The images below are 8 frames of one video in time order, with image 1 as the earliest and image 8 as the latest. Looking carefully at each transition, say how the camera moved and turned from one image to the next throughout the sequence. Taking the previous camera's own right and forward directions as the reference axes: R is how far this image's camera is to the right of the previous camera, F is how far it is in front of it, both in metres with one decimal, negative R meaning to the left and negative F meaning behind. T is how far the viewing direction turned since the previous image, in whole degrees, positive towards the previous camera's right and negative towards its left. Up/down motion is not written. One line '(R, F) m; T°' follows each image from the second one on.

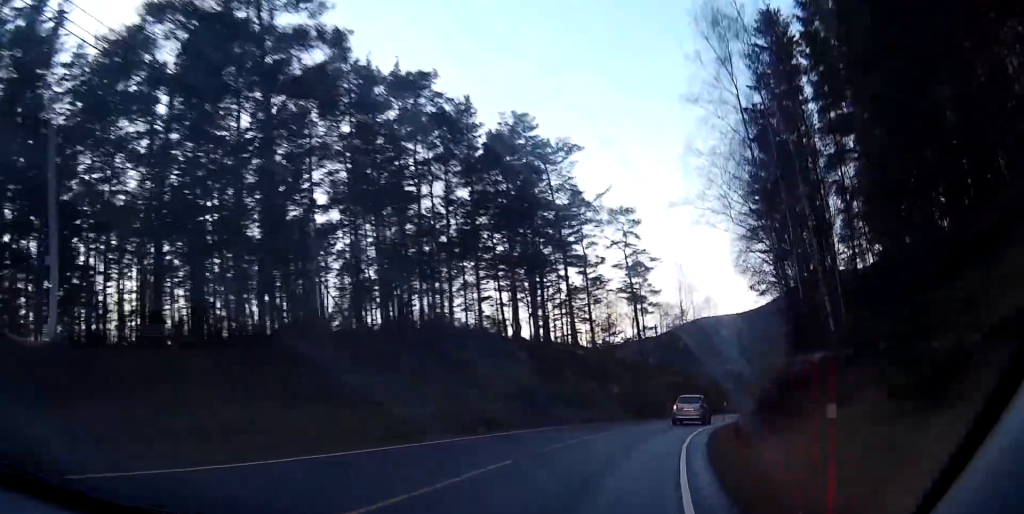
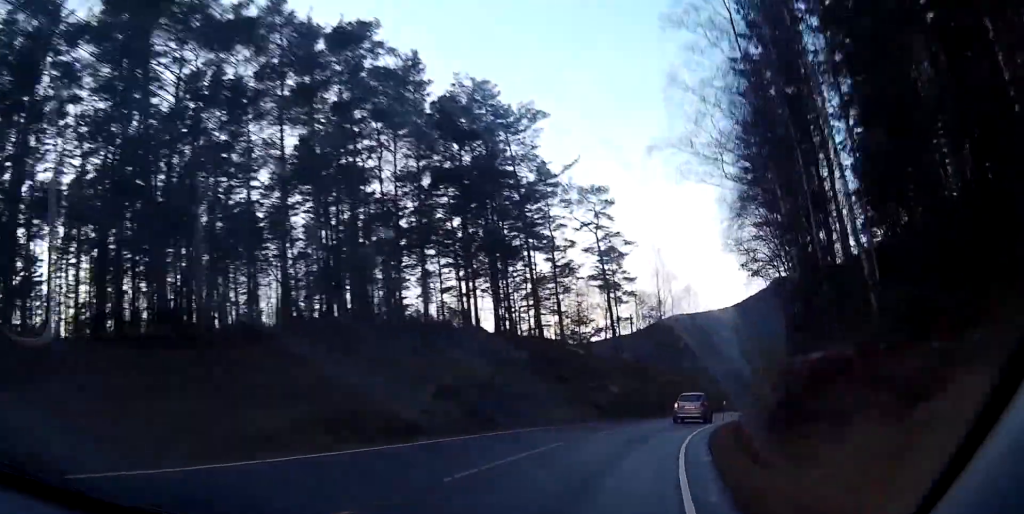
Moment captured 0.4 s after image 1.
(+0.2, +7.2) m; +2°
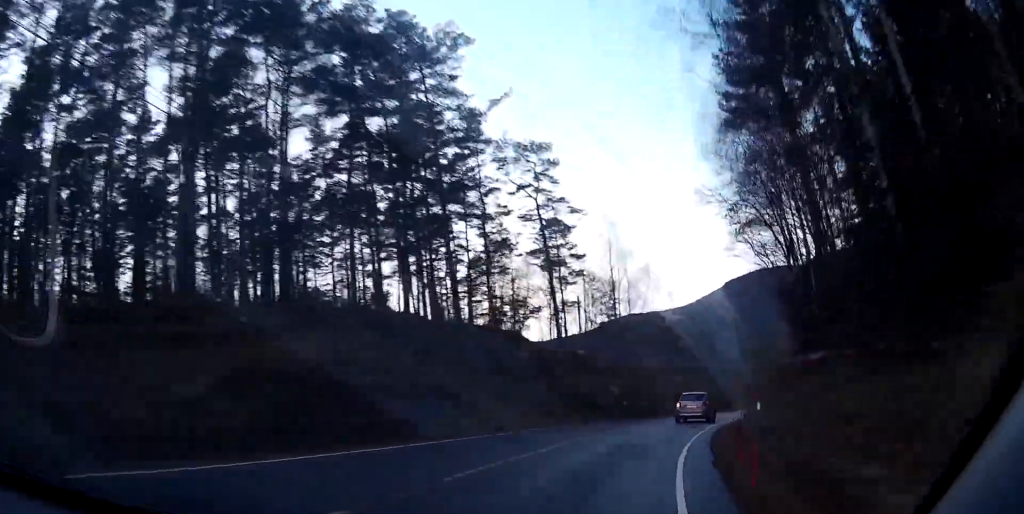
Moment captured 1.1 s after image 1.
(+0.4, +12.6) m; +4°
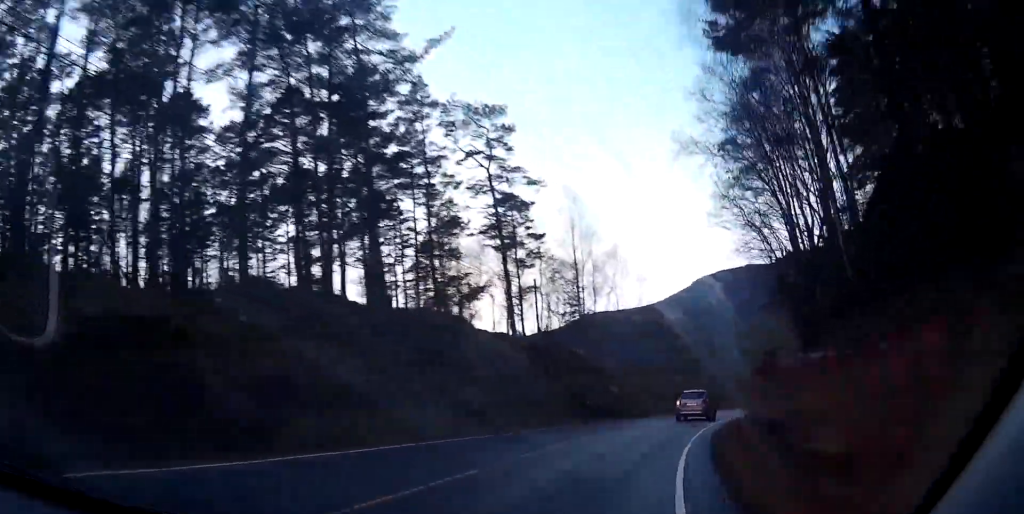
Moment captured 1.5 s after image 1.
(+0.2, +7.8) m; +2°
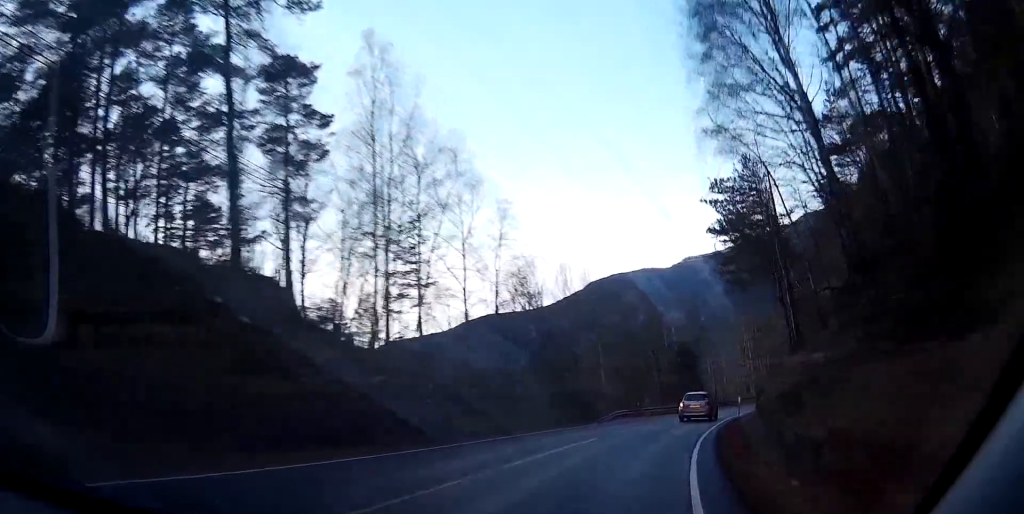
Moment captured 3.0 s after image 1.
(+1.5, +27.2) m; +6°
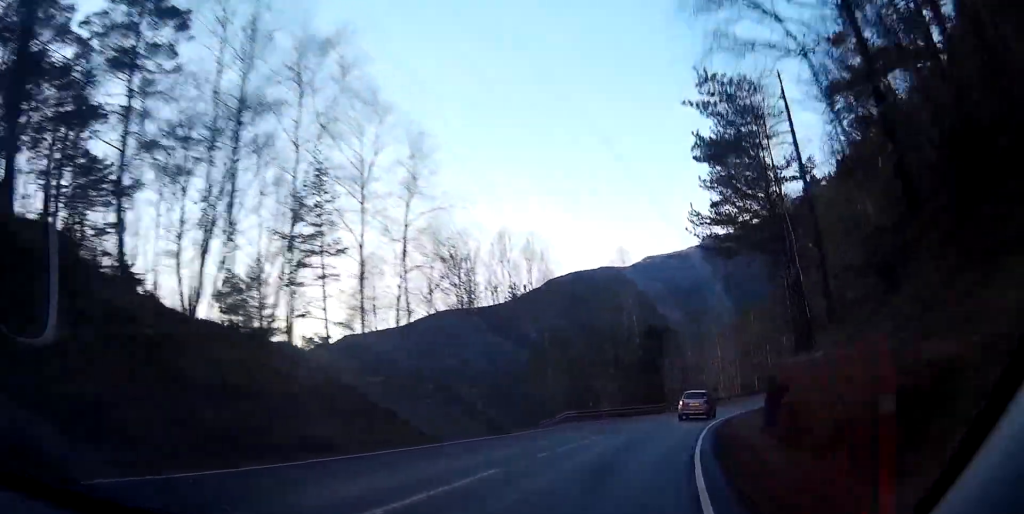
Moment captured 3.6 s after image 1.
(+0.1, +10.9) m; +2°
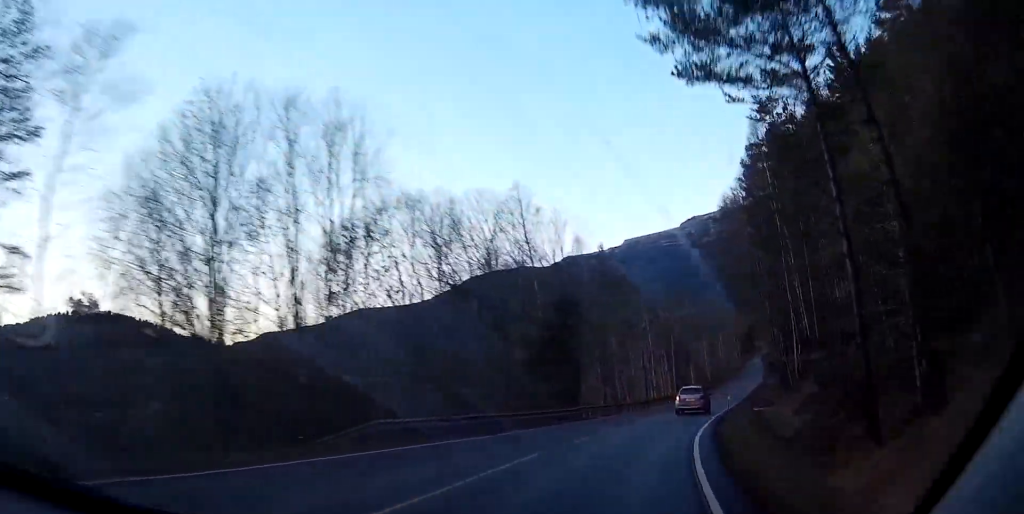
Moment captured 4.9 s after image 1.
(+0.8, +22.1) m; +5°
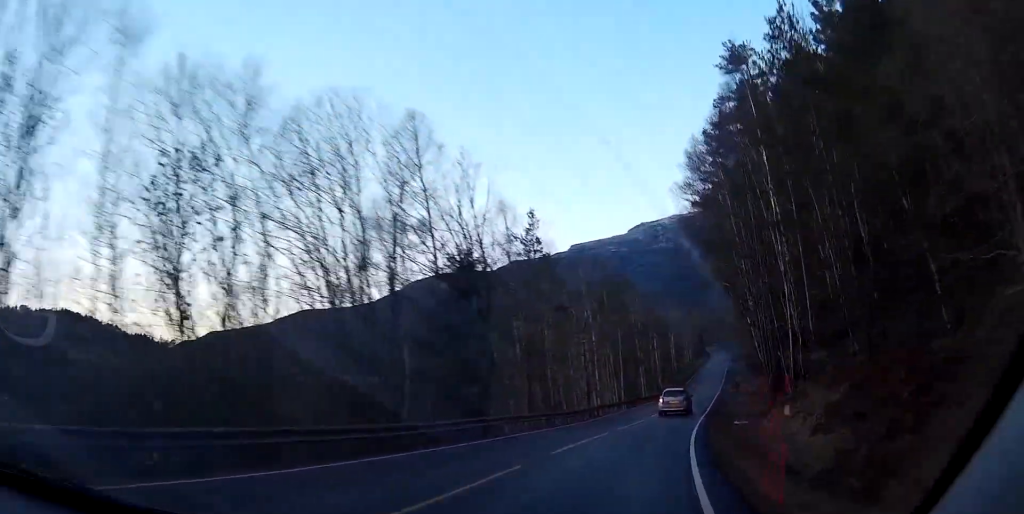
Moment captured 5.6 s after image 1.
(+0.5, +14.1) m; +3°
